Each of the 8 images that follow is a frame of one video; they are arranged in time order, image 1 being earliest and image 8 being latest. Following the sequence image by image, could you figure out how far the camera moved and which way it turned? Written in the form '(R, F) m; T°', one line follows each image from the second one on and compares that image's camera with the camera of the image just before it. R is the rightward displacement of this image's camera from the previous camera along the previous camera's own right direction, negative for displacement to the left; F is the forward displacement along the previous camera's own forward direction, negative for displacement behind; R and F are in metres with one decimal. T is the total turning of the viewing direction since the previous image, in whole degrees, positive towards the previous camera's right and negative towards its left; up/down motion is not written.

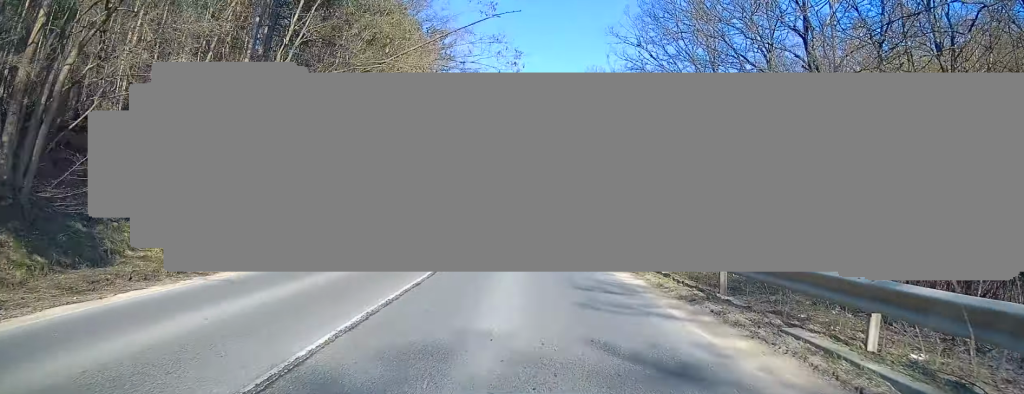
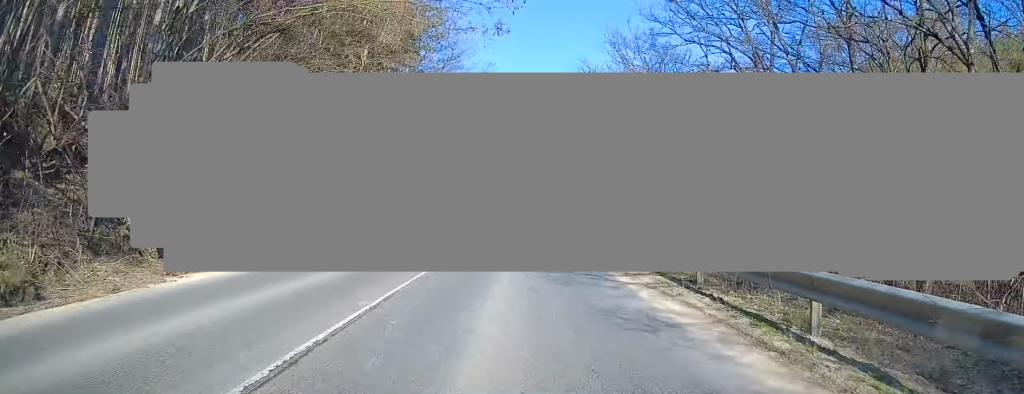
(0.0, +7.3) m; 0°
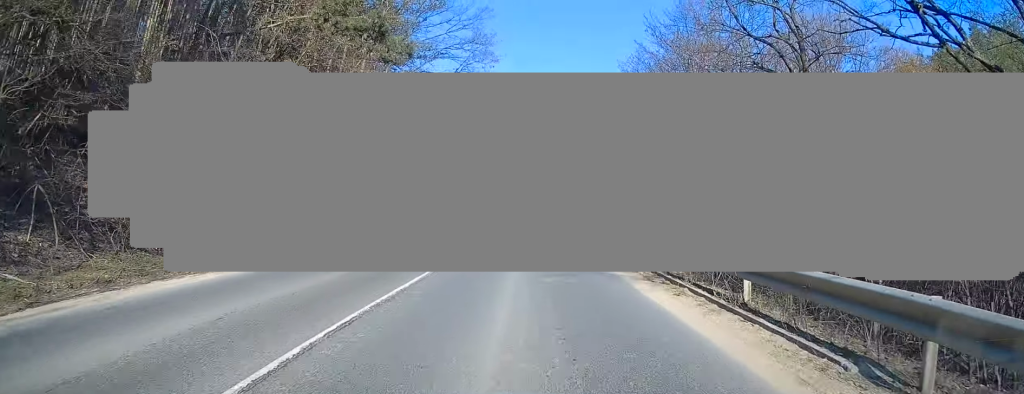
(+0.2, +14.0) m; -1°
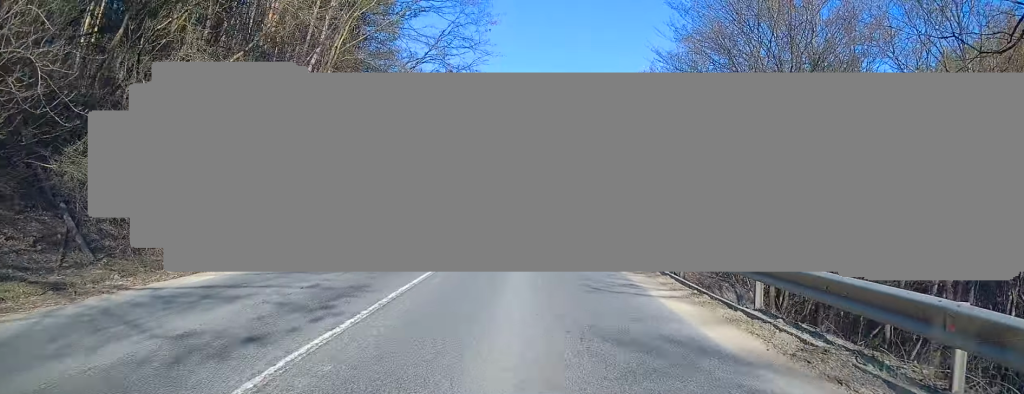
(-0.4, +8.2) m; -1°
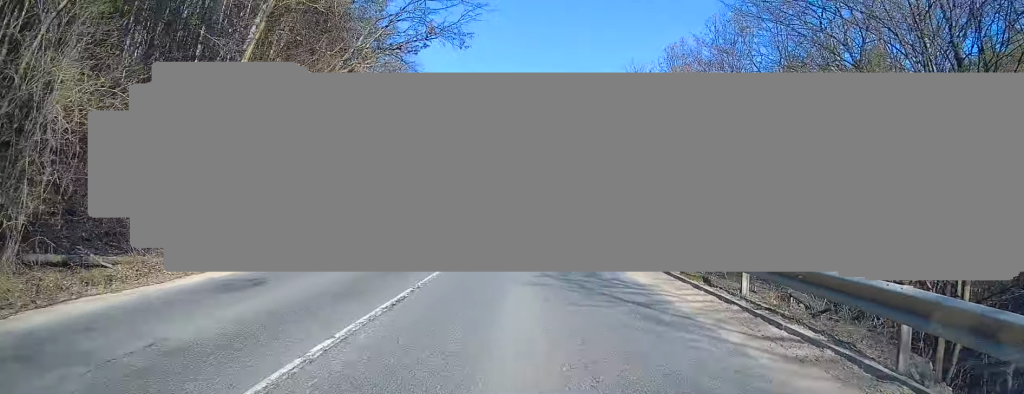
(-0.1, +7.1) m; -1°
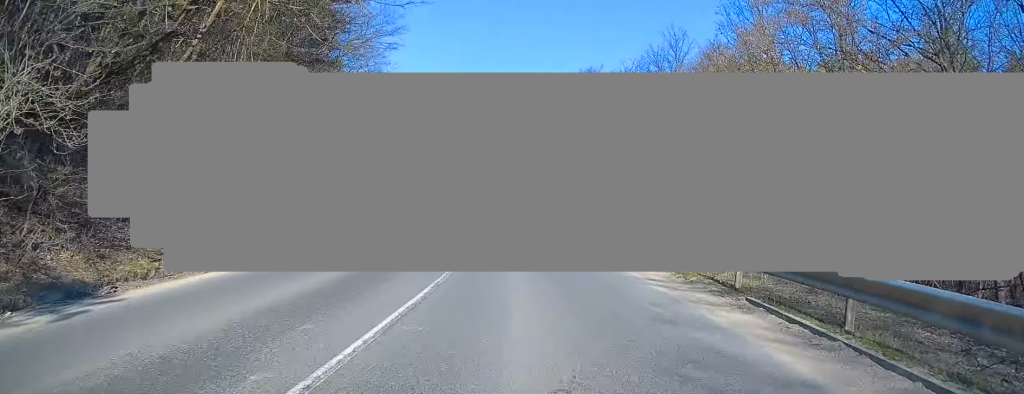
(+0.3, +10.5) m; -1°
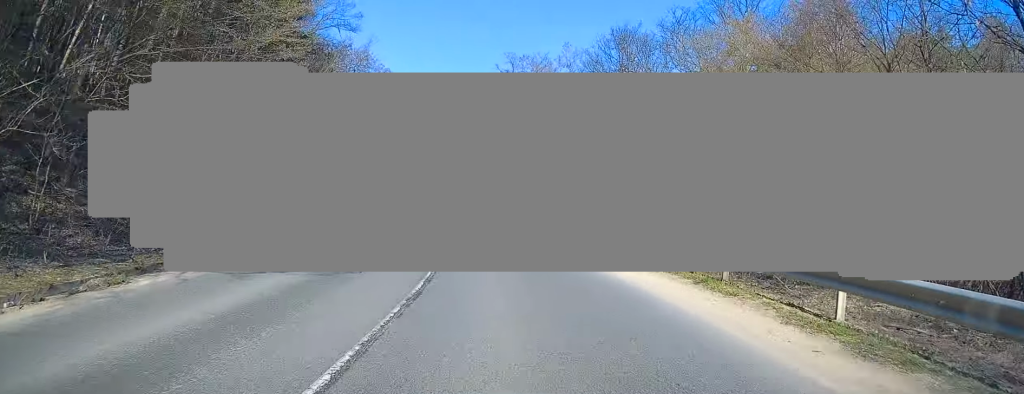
(-0.4, +11.1) m; -2°
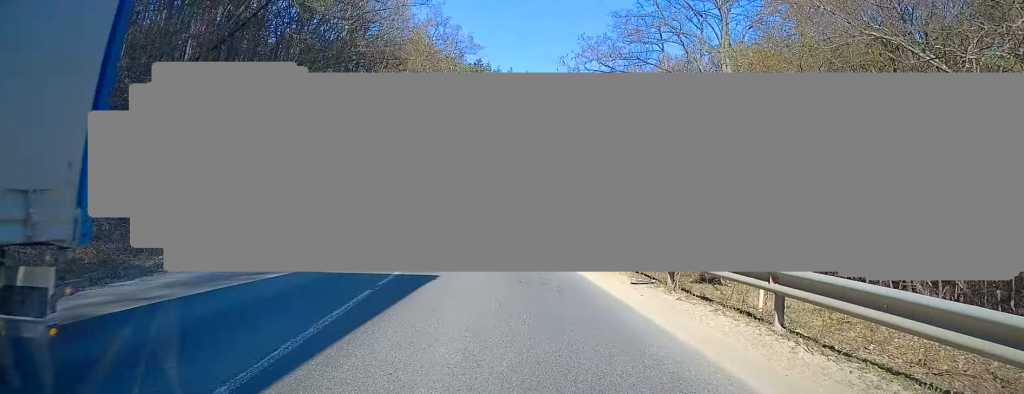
(-2.0, +27.1) m; -11°
